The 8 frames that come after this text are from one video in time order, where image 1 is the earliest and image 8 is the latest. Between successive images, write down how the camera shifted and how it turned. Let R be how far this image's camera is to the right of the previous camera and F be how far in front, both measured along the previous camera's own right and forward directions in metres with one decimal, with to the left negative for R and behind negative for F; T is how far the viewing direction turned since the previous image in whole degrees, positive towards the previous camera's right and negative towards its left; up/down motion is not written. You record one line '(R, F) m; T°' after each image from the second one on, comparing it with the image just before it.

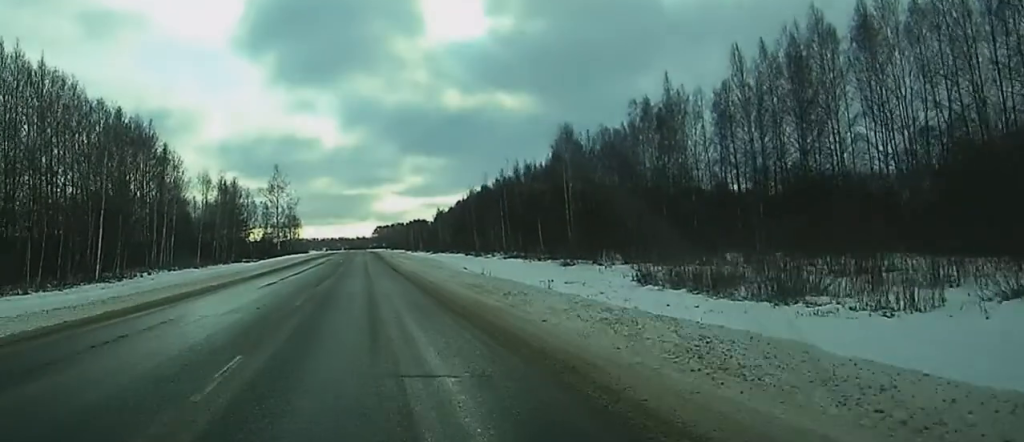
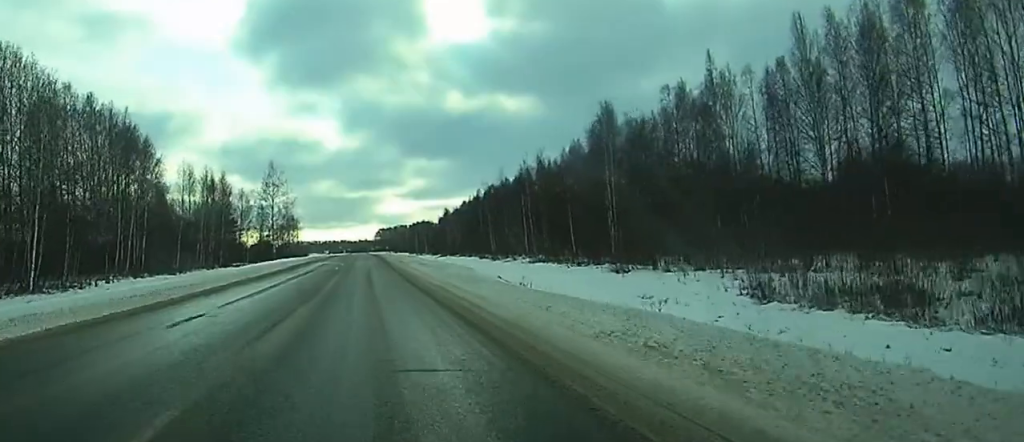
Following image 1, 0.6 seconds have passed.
(0.0, +15.5) m; 0°
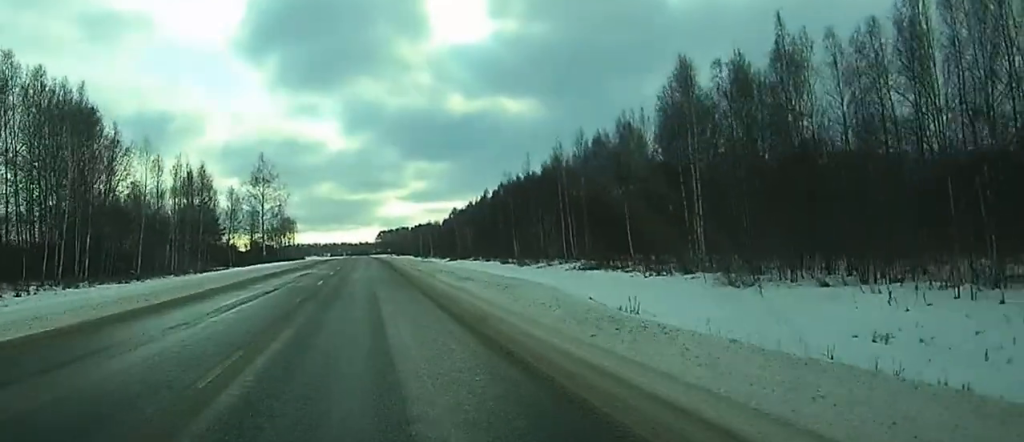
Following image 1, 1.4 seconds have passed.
(0.0, +19.8) m; 0°
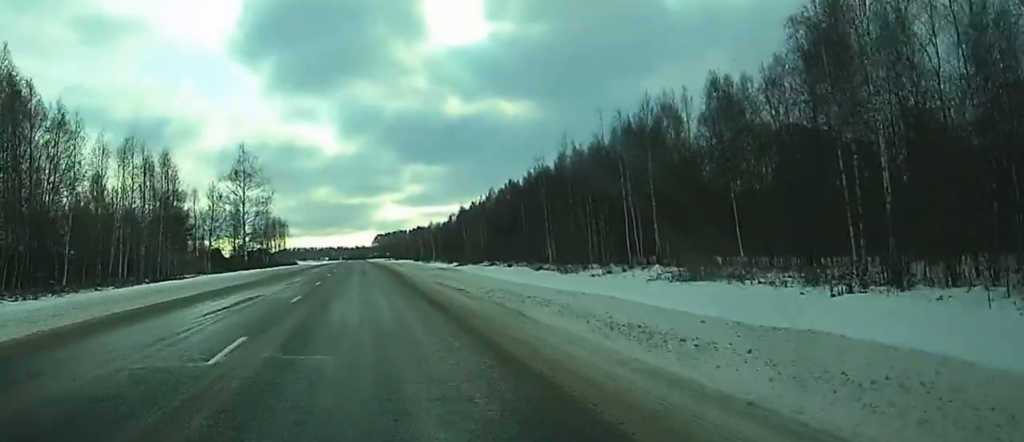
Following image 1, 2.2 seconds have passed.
(0.0, +22.4) m; 0°
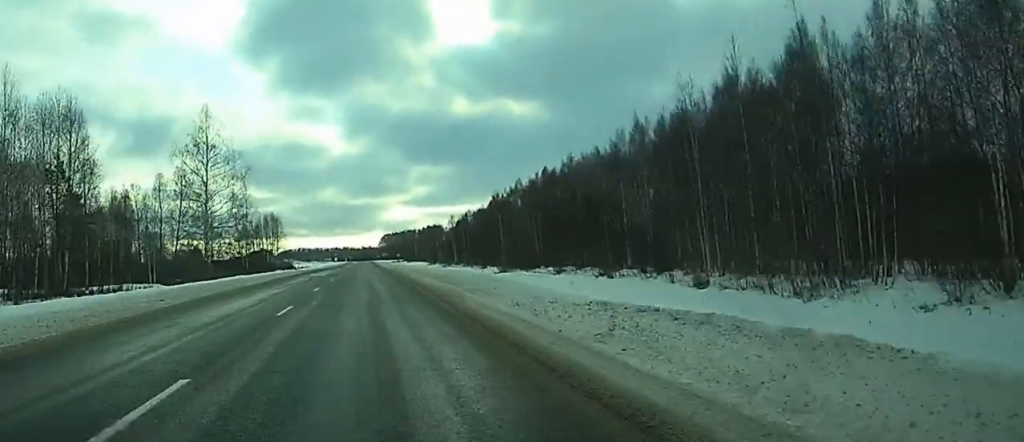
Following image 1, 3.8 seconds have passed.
(-0.2, +40.3) m; 0°
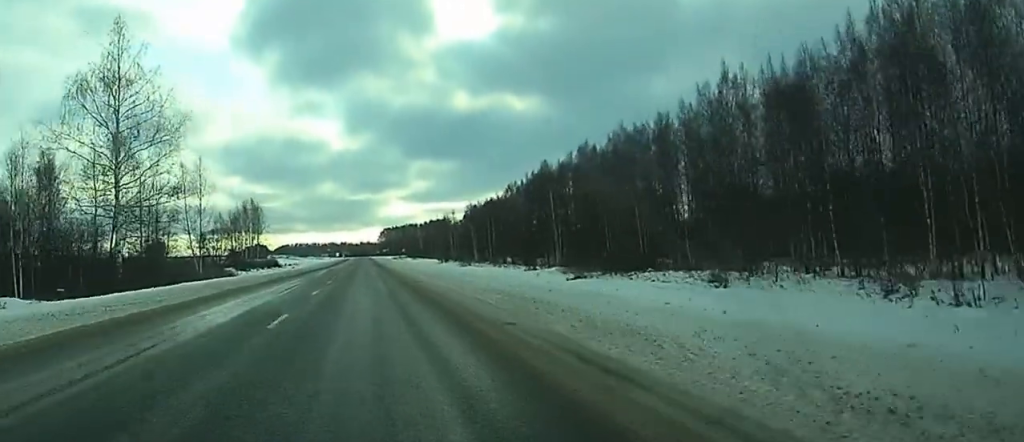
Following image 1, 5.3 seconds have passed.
(+0.2, +39.3) m; +1°
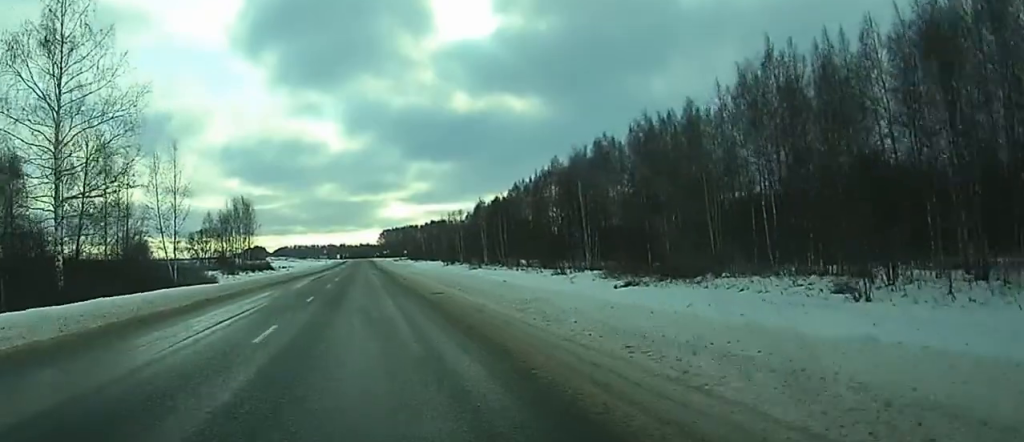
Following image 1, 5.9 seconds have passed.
(0.0, +13.7) m; 0°
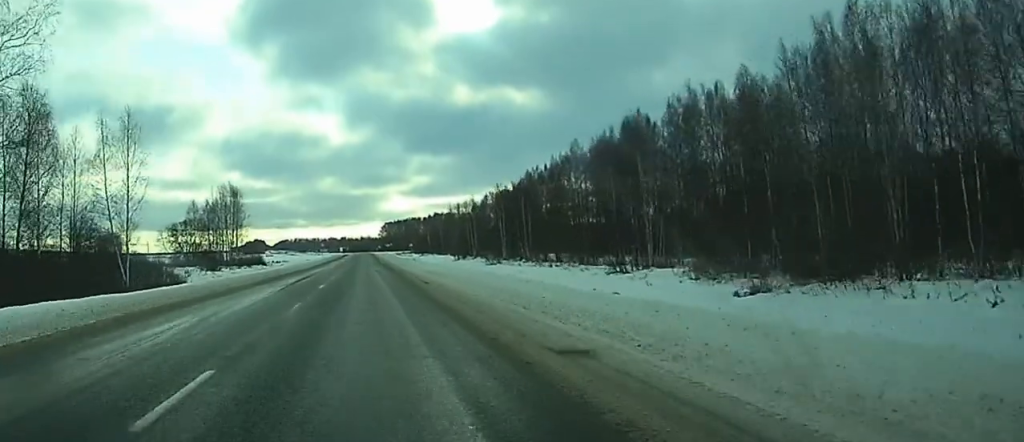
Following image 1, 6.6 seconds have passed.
(0.0, +18.8) m; 0°
